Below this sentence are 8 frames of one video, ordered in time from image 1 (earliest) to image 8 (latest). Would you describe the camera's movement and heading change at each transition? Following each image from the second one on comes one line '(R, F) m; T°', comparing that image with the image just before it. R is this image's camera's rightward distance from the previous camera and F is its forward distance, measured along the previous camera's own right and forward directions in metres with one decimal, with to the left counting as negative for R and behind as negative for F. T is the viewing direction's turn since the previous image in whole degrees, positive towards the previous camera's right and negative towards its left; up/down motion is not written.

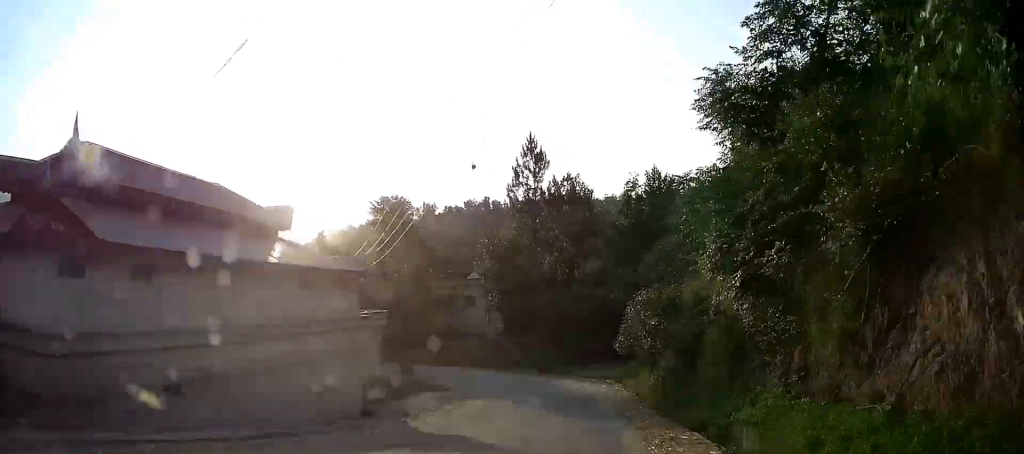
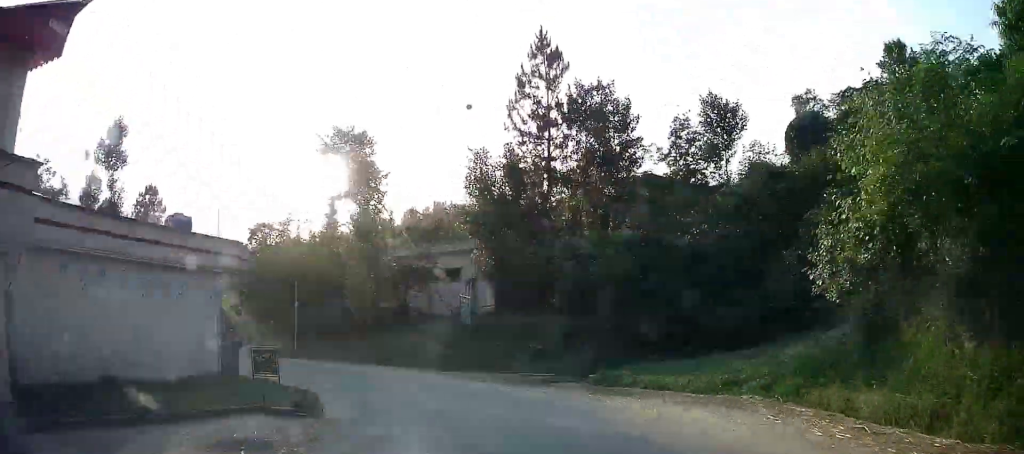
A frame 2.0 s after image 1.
(+1.9, +19.3) m; +3°
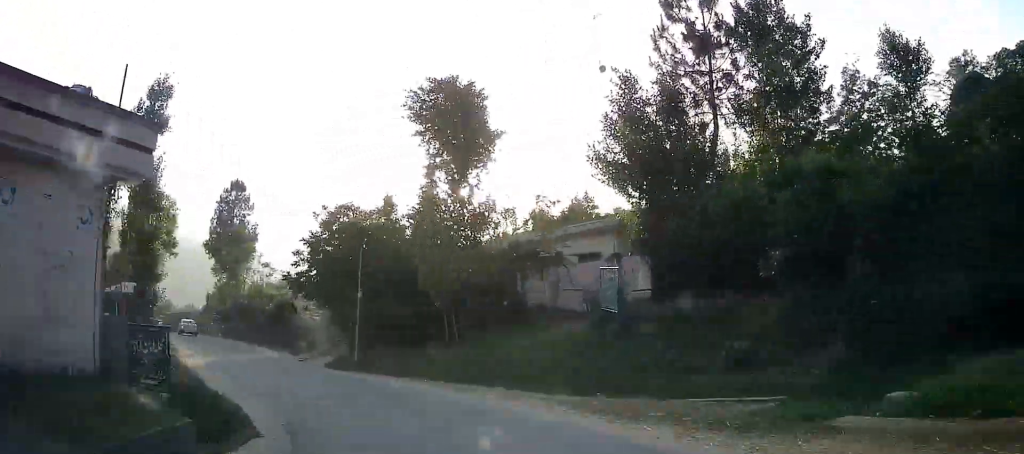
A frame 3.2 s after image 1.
(-0.6, +11.4) m; -10°
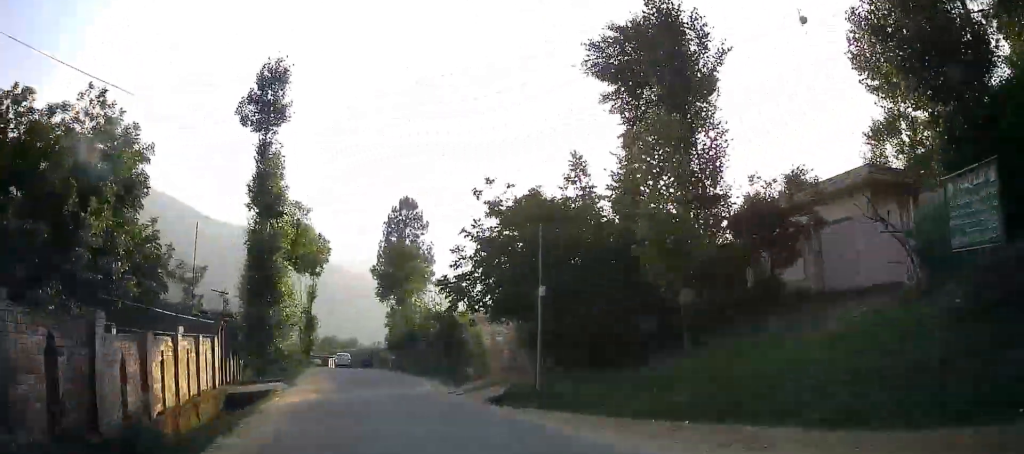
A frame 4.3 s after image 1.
(+0.2, +9.9) m; -10°
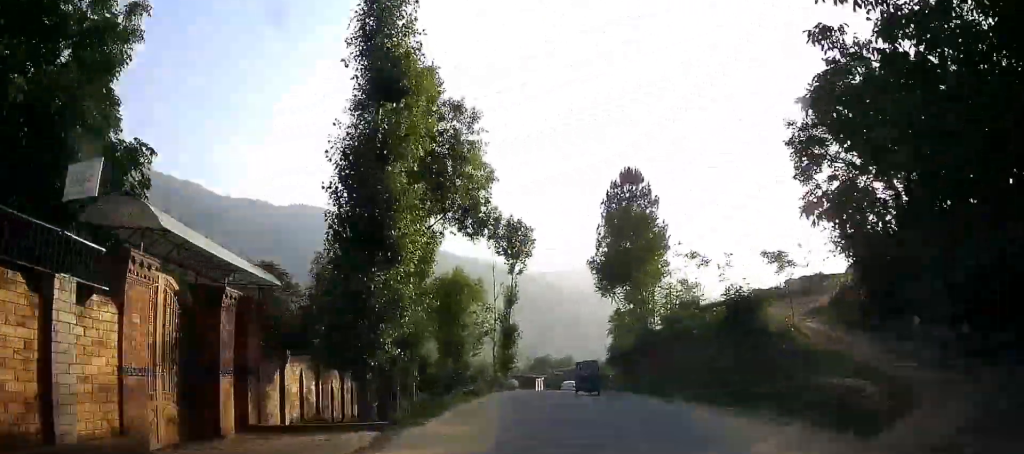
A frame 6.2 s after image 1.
(-4.1, +17.0) m; -22°
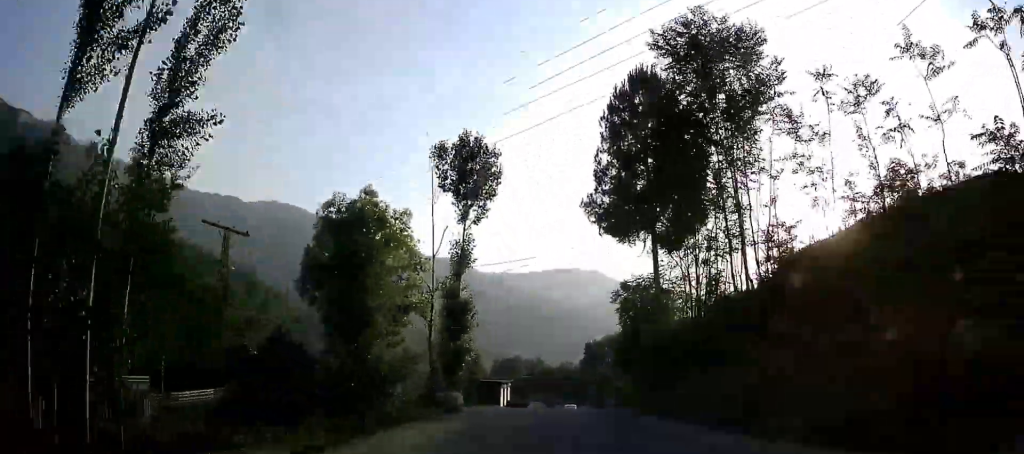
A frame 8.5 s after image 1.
(-3.2, +20.0) m; -9°
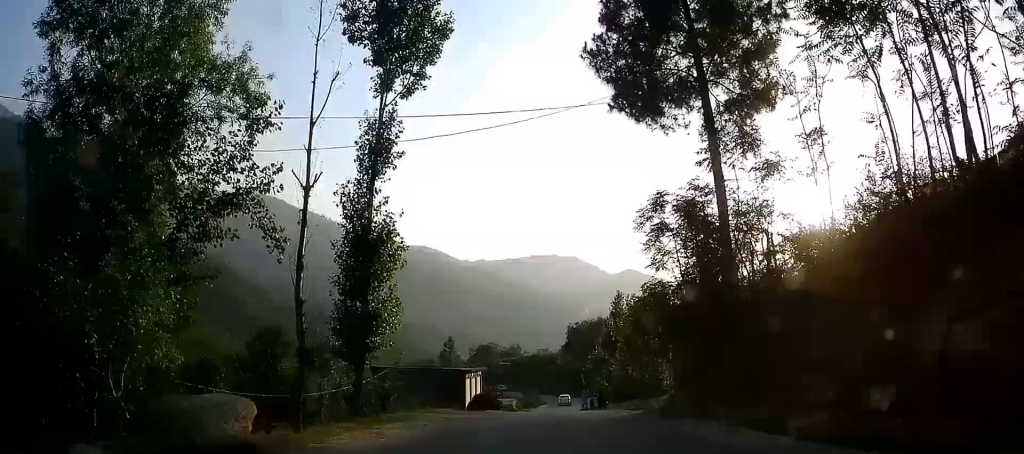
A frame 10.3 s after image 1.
(-0.1, +15.6) m; +1°
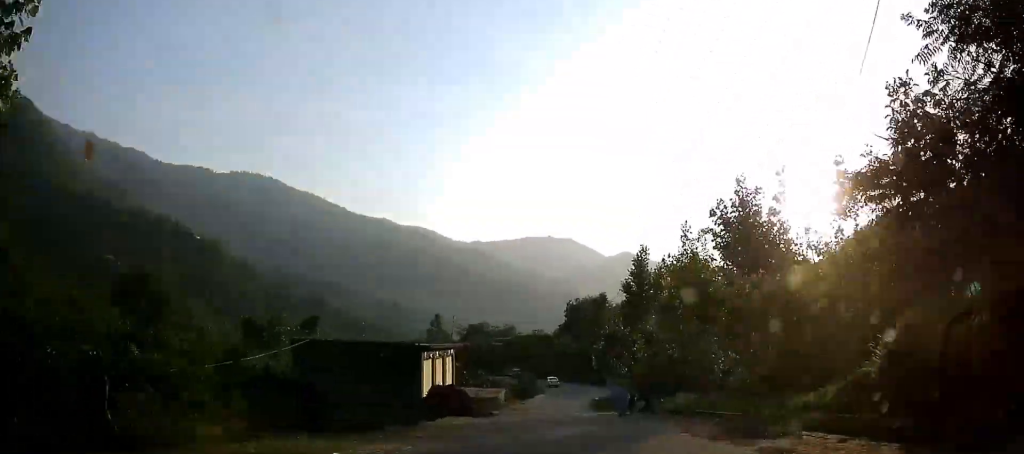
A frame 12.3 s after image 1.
(+0.4, +17.0) m; +3°
